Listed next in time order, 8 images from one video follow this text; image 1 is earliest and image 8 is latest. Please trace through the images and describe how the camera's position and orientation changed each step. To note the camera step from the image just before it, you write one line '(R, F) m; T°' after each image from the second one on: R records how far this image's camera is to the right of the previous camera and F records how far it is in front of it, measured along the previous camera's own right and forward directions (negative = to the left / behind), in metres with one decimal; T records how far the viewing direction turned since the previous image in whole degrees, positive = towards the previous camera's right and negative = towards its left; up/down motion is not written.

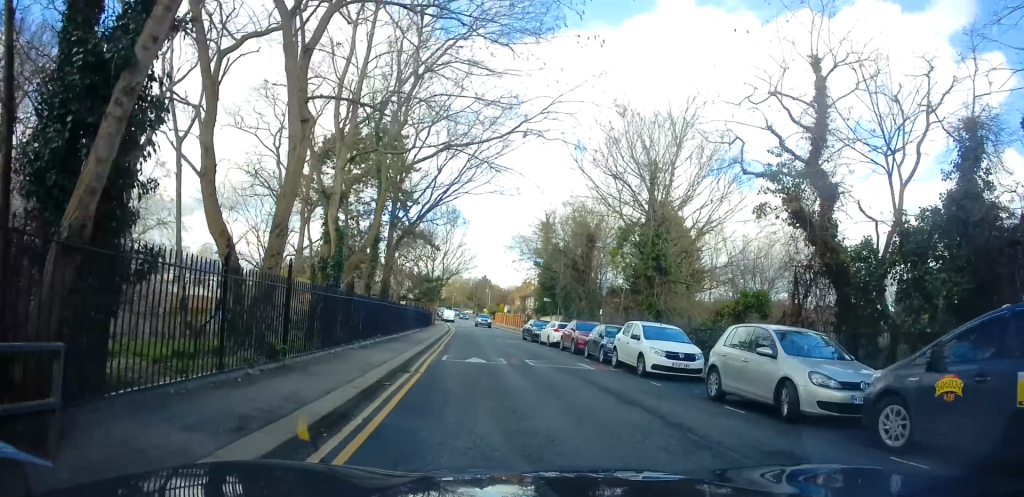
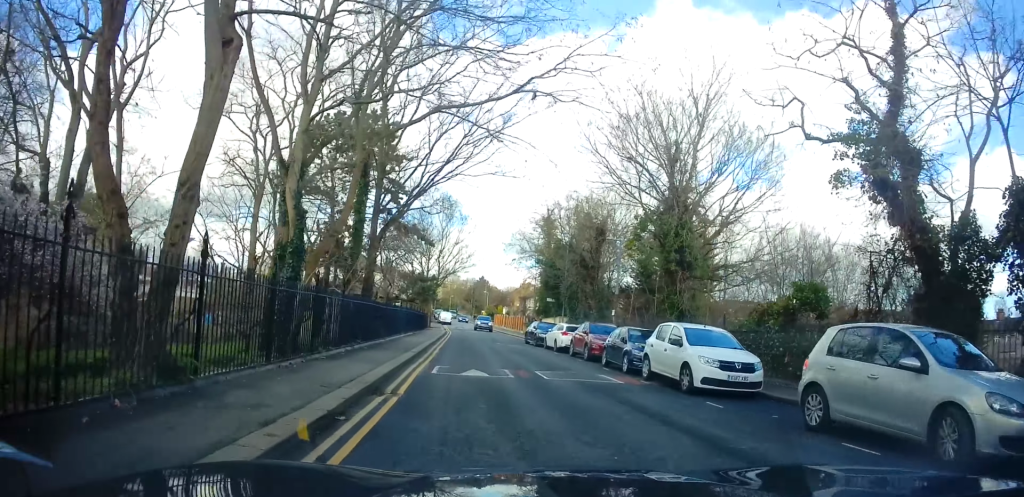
(-0.1, +3.4) m; 0°
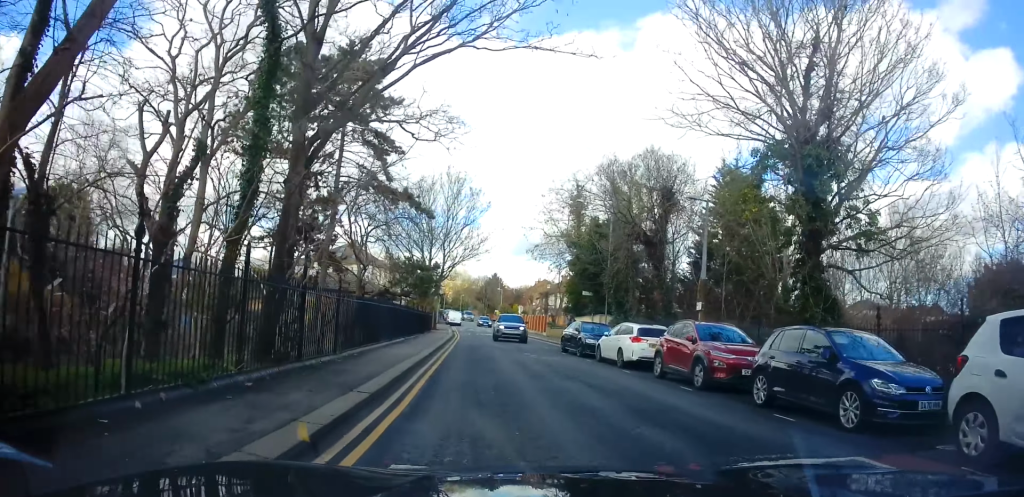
(+0.1, +10.3) m; +1°
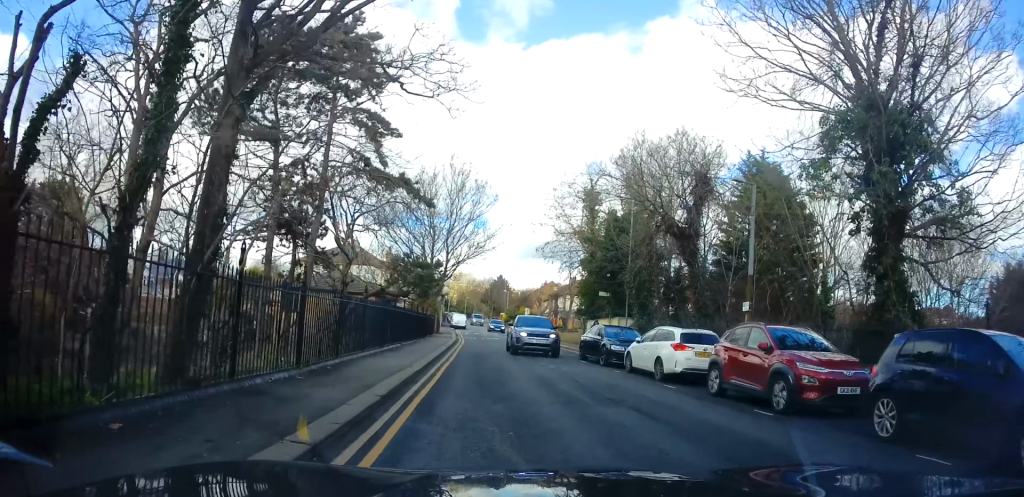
(+0.3, +3.7) m; +1°
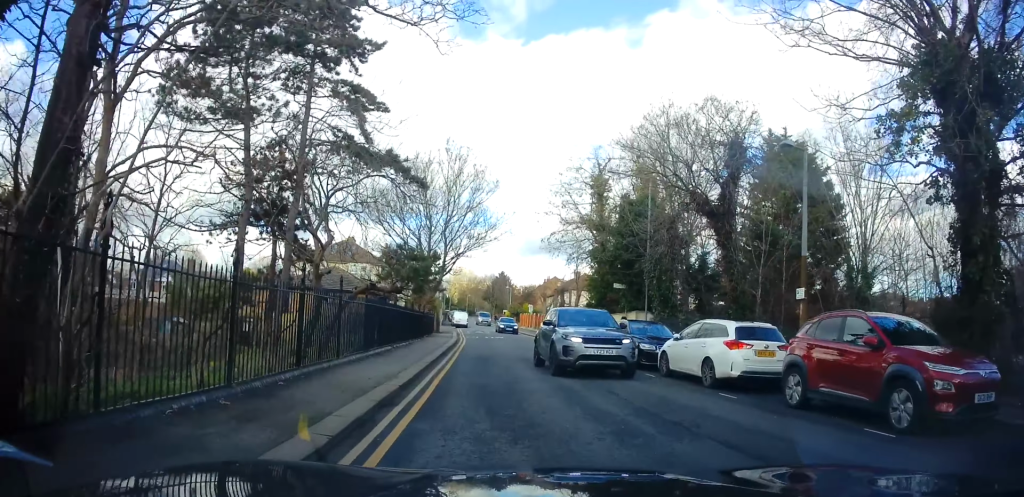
(-0.2, +2.9) m; -5°
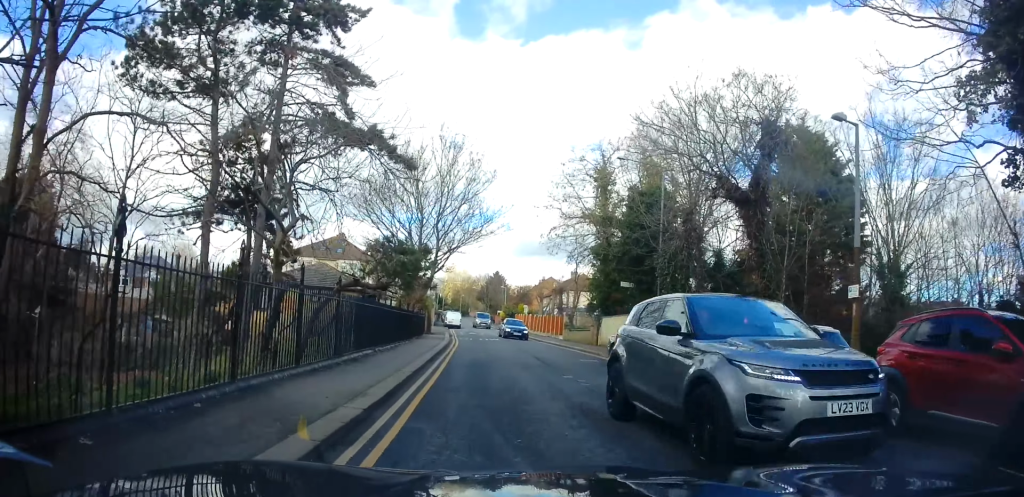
(0.0, +2.5) m; 0°
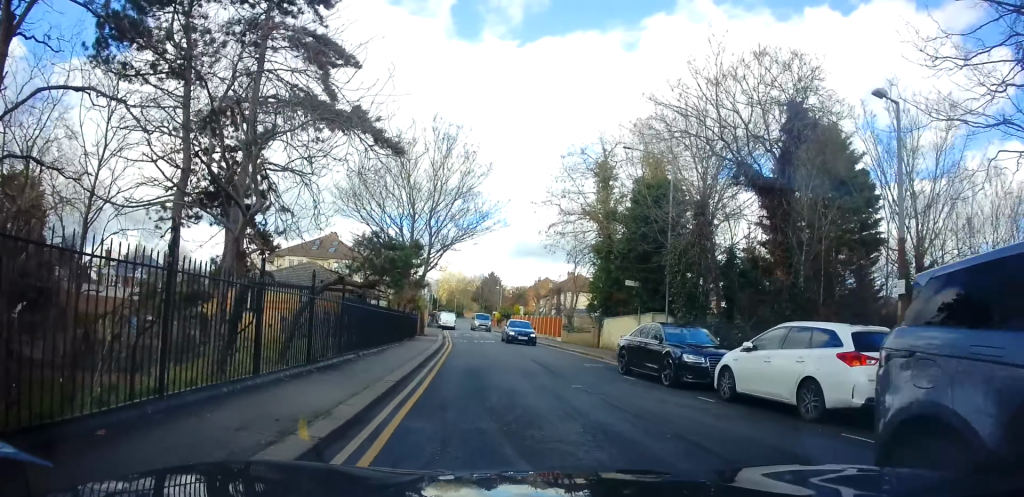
(0.0, +1.7) m; 0°
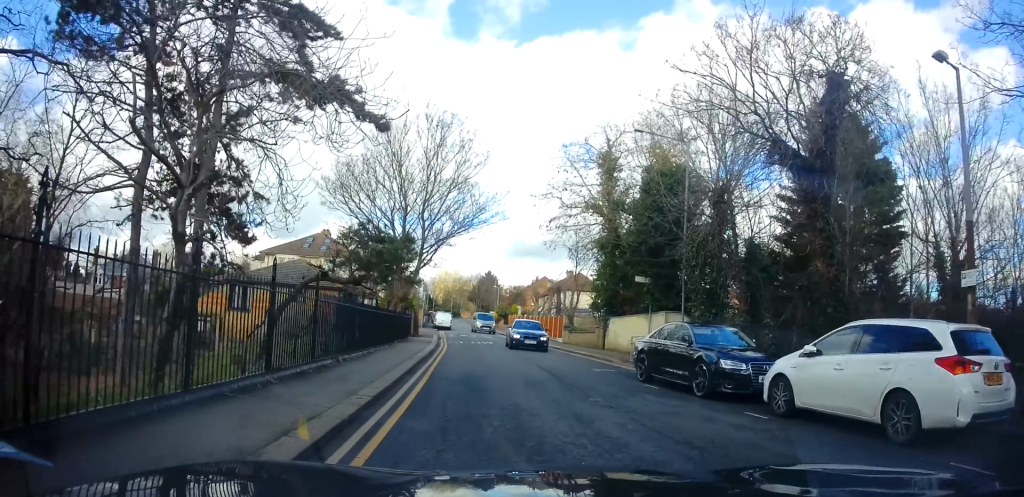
(0.0, +1.8) m; 0°
